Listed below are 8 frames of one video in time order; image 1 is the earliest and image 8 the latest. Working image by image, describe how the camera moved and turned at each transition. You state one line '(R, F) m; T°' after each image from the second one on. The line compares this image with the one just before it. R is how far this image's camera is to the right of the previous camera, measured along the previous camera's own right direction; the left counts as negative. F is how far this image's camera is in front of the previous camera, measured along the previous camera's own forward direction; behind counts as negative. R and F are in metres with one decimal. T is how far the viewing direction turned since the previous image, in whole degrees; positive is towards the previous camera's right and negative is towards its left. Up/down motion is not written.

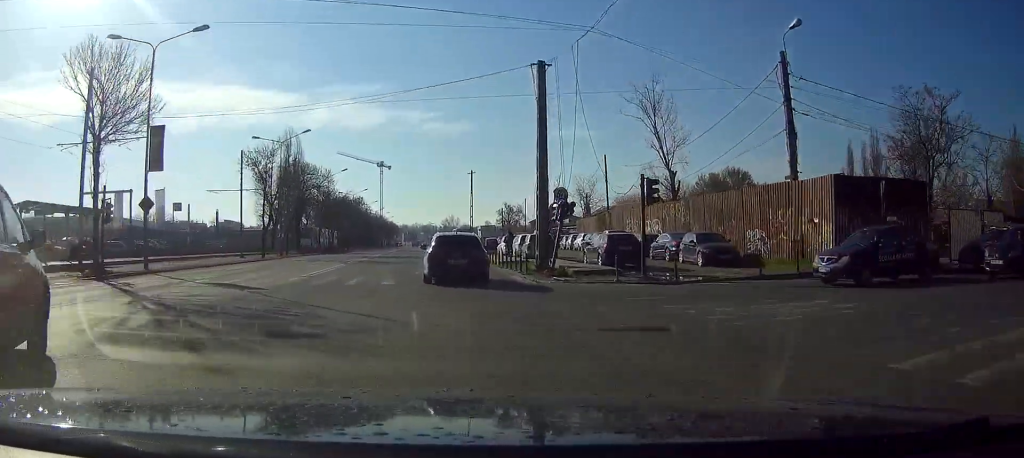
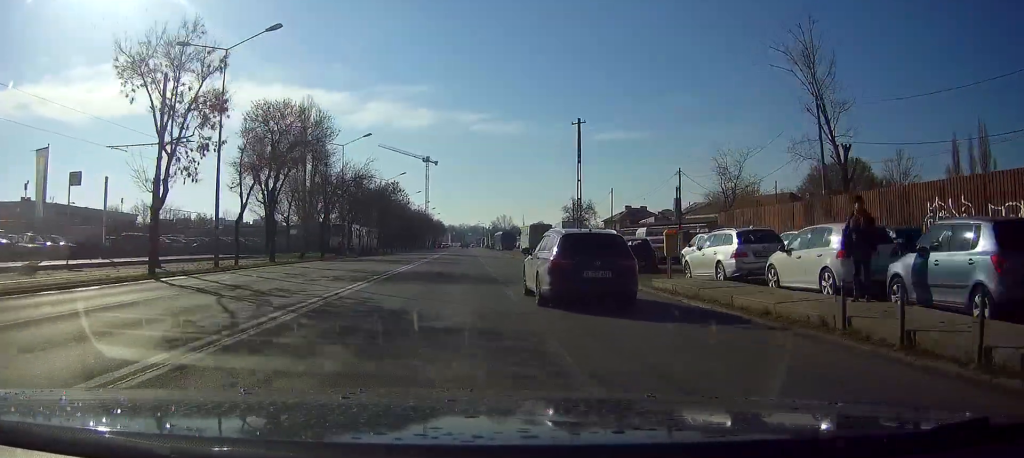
(-0.8, +30.3) m; 0°
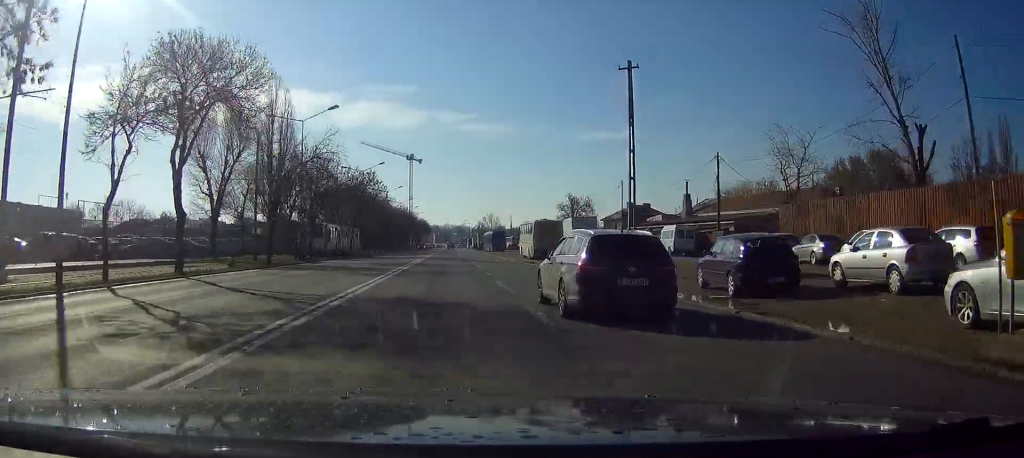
(+0.3, +13.1) m; +1°
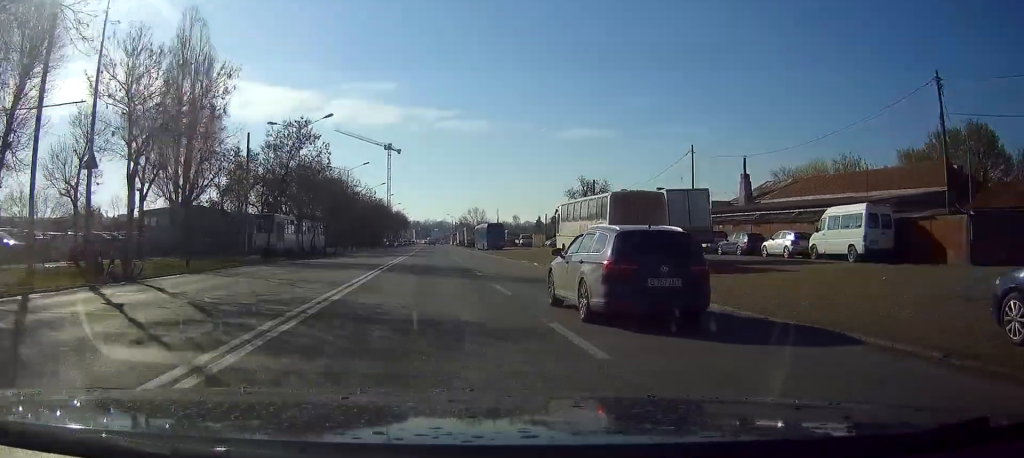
(+0.2, +29.5) m; +1°
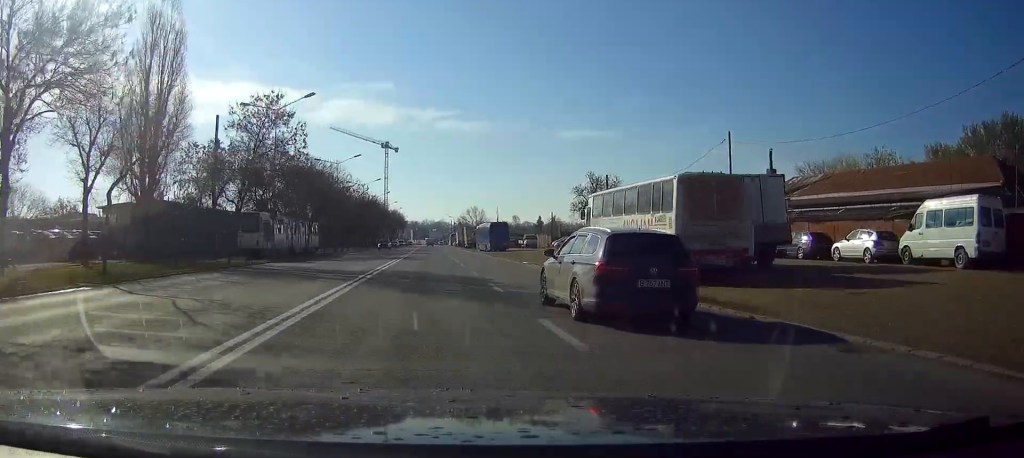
(+0.1, +7.9) m; 0°
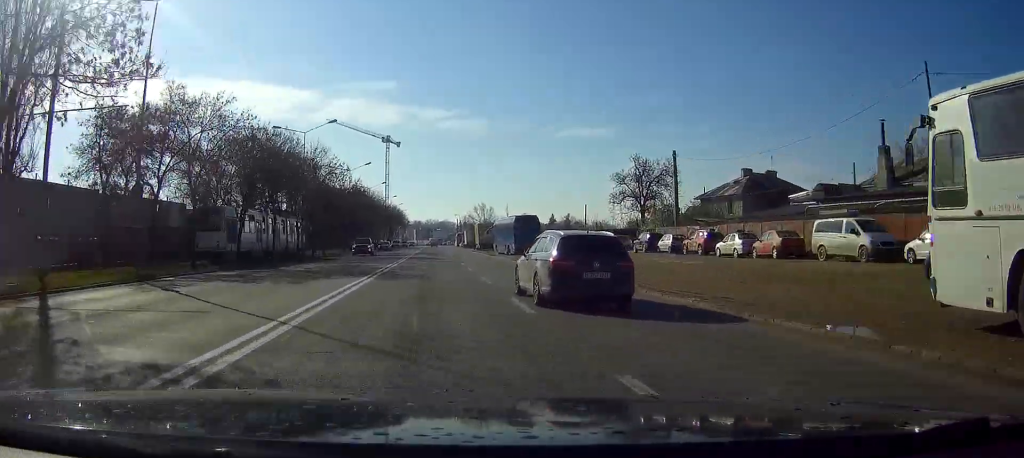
(-0.1, +22.6) m; 0°
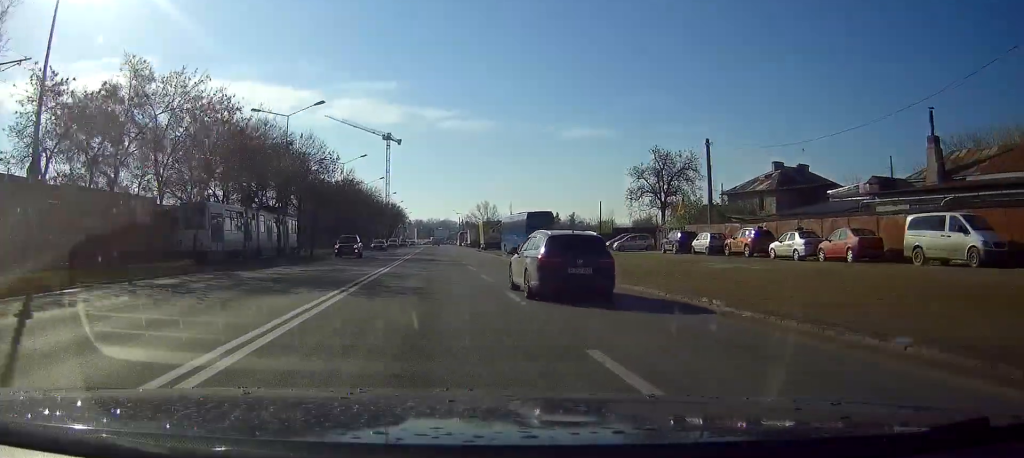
(+0.1, +7.4) m; 0°
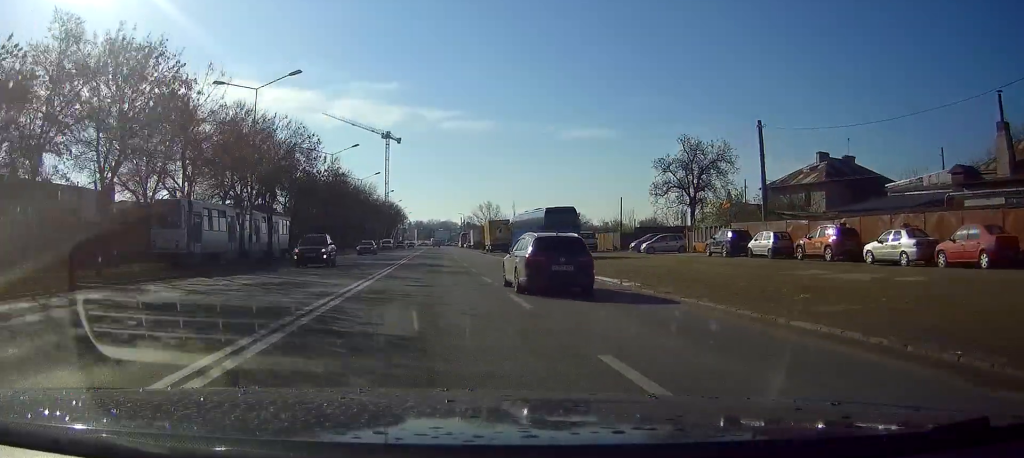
(0.0, +9.3) m; 0°
